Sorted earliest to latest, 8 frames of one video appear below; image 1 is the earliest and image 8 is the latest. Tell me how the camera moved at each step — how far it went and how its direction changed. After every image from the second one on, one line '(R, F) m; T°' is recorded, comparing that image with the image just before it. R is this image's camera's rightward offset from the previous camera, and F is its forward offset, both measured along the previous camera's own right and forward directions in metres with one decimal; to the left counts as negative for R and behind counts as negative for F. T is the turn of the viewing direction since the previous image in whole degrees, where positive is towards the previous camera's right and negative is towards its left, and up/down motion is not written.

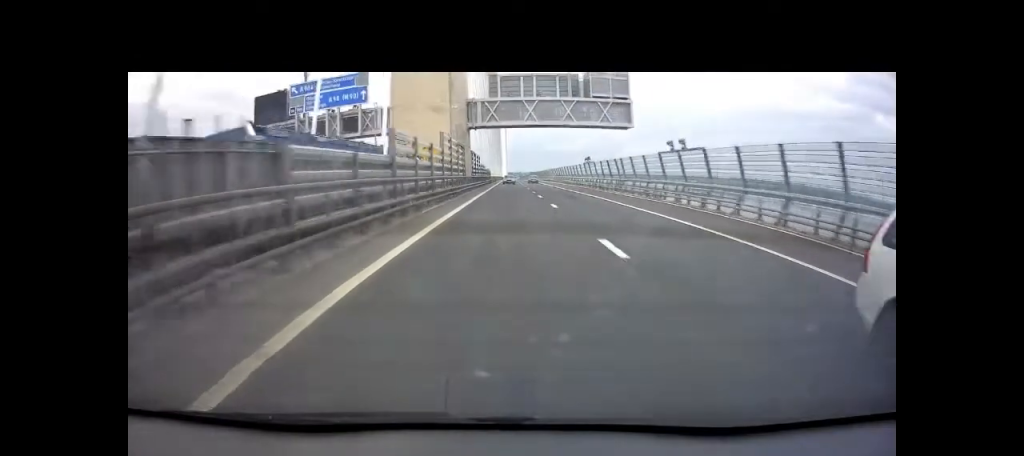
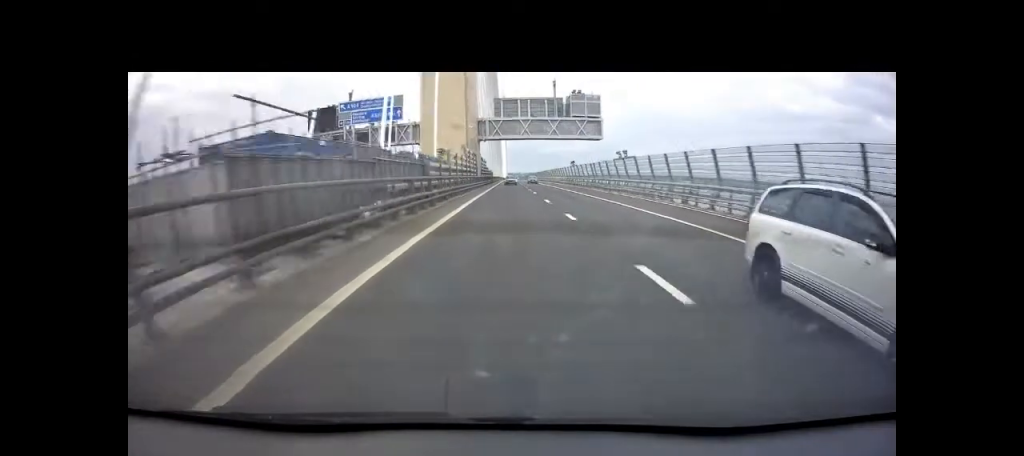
(0.0, +14.9) m; 0°
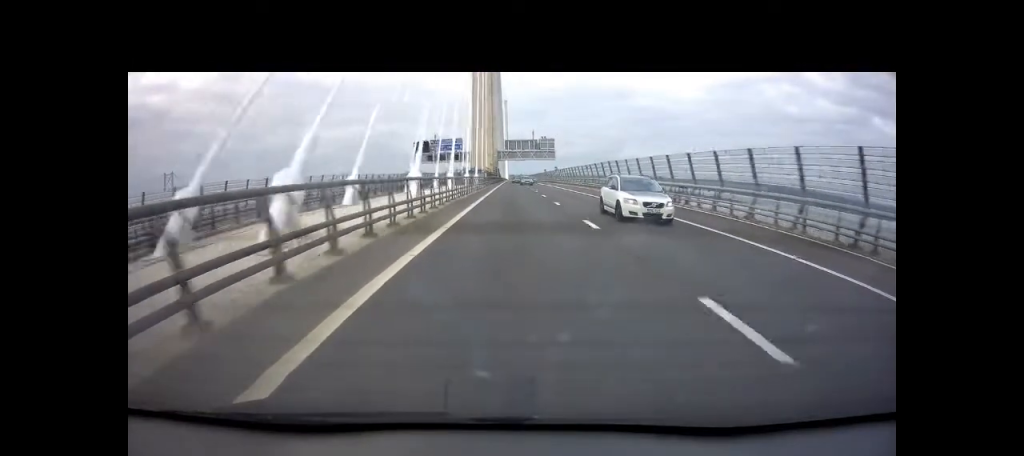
(+0.3, +68.1) m; +1°
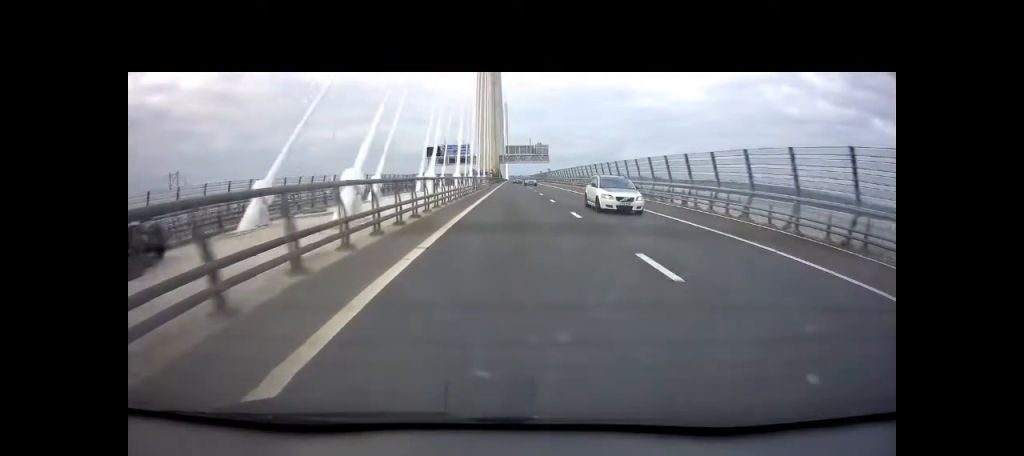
(0.0, +20.1) m; 0°
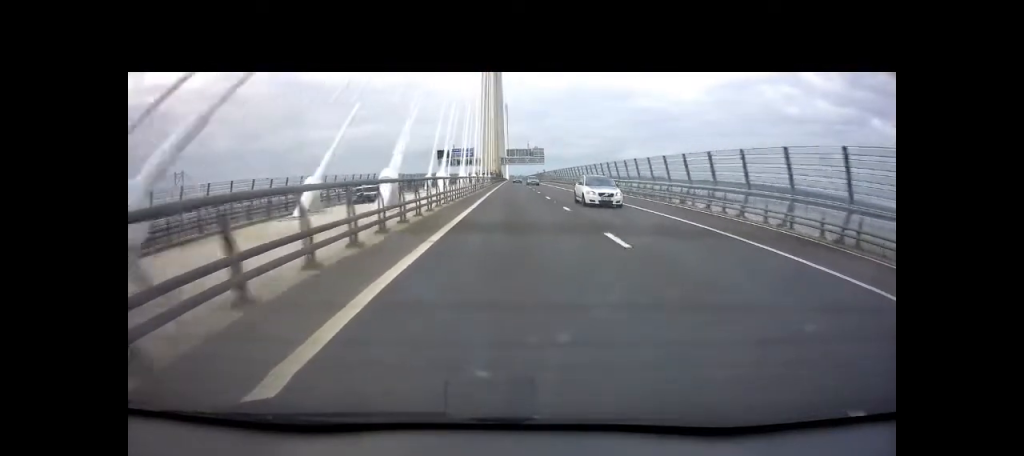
(+0.1, +20.0) m; 0°
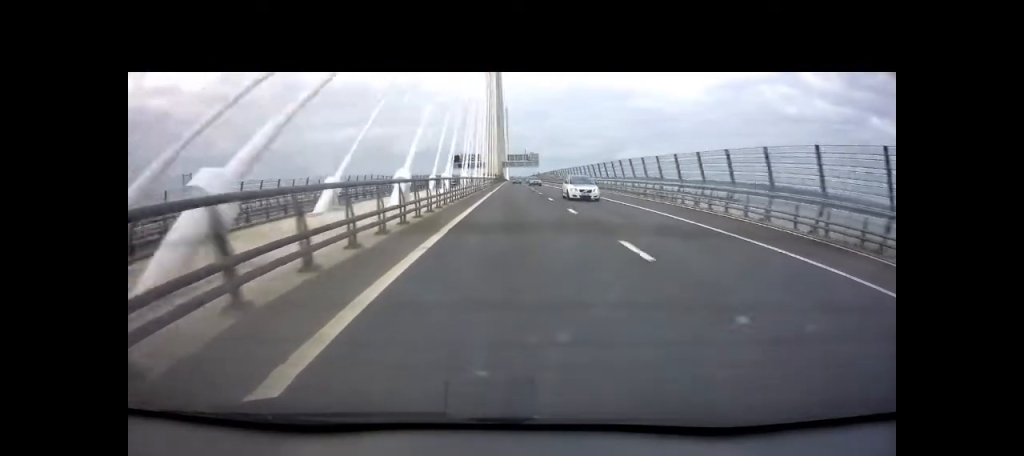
(-0.2, +33.3) m; 0°
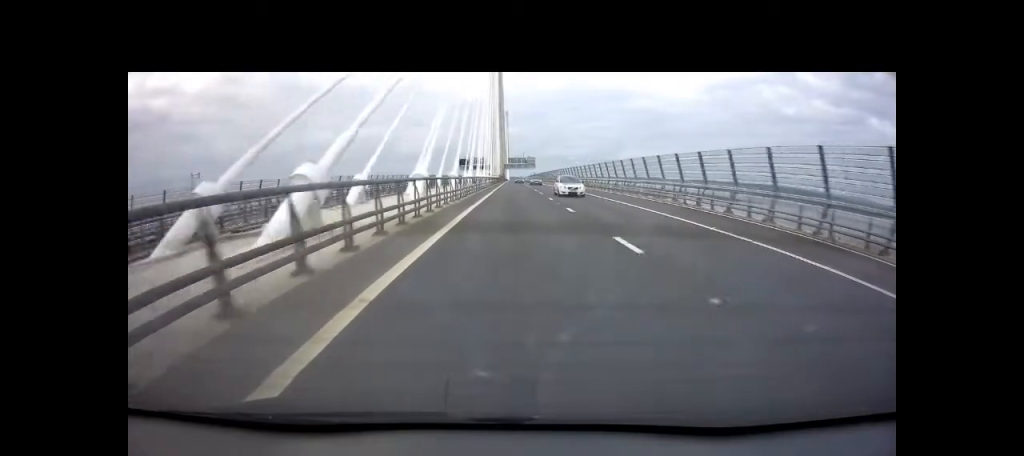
(0.0, +35.4) m; 0°
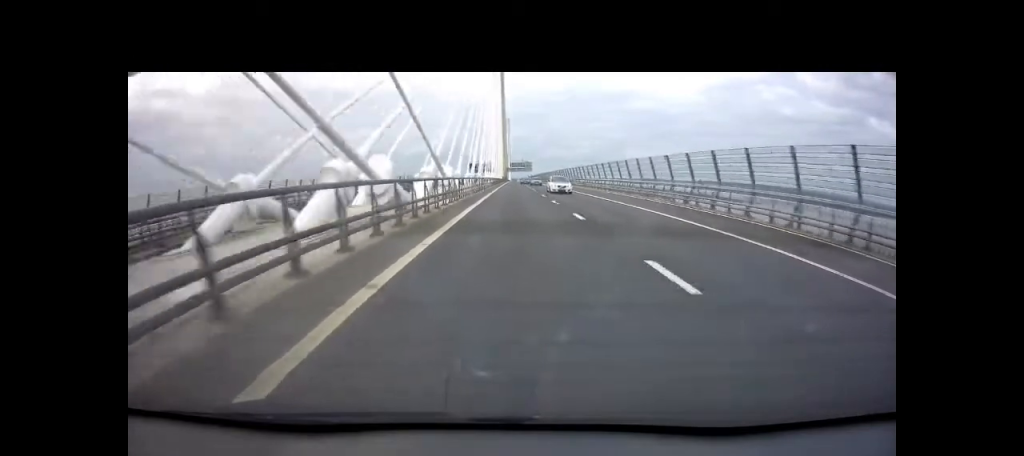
(-0.4, +50.3) m; -1°
